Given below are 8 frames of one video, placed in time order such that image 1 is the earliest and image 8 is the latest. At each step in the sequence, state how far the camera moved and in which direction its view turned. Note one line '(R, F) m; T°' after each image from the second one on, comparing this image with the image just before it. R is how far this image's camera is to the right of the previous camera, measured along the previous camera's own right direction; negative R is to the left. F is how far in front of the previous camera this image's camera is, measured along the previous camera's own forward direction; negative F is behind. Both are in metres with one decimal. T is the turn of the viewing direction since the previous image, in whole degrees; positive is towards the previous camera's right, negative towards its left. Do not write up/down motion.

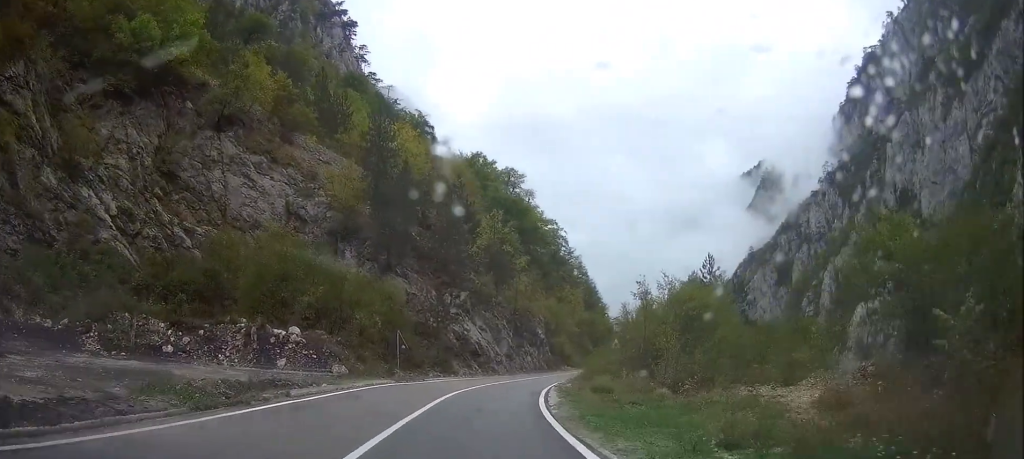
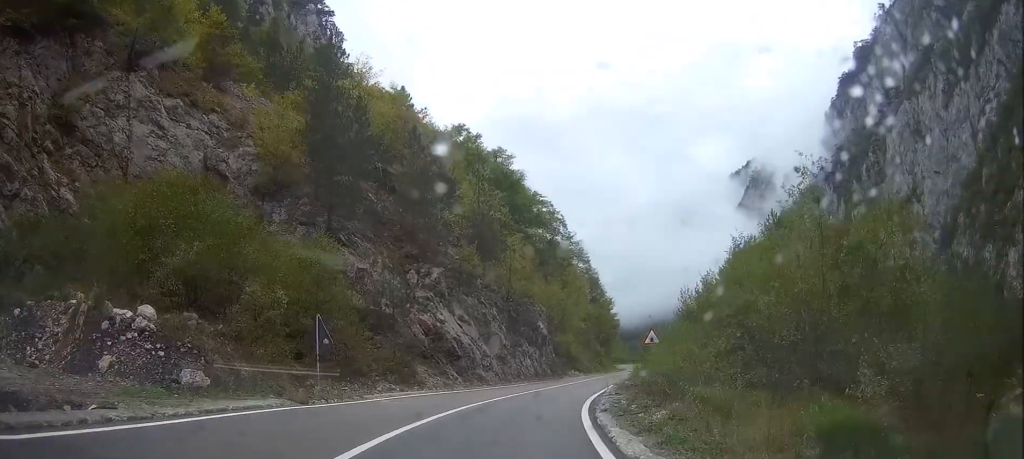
(+1.0, +14.3) m; +5°
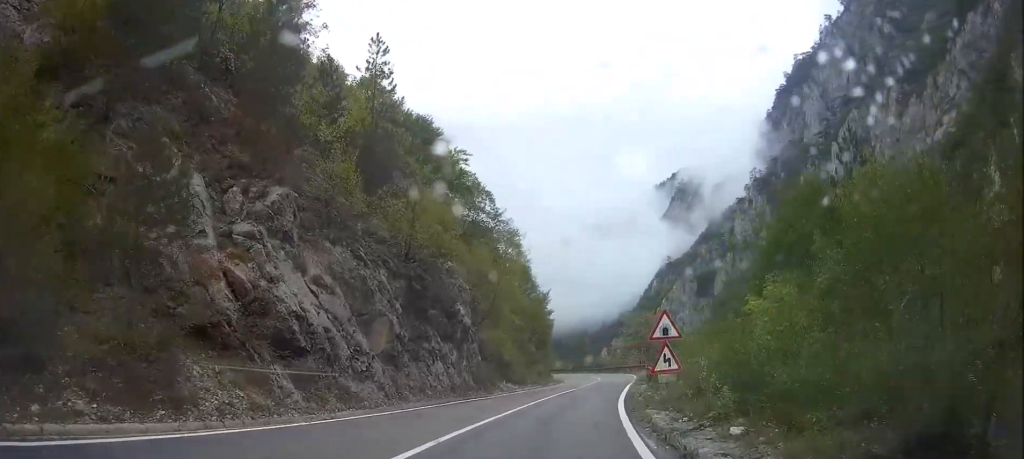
(+0.1, +15.8) m; 0°
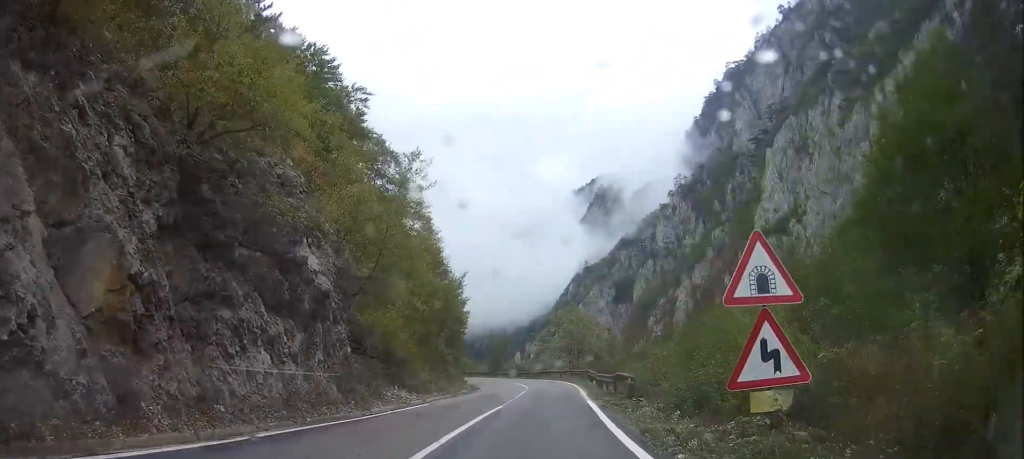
(0.0, +11.8) m; 0°
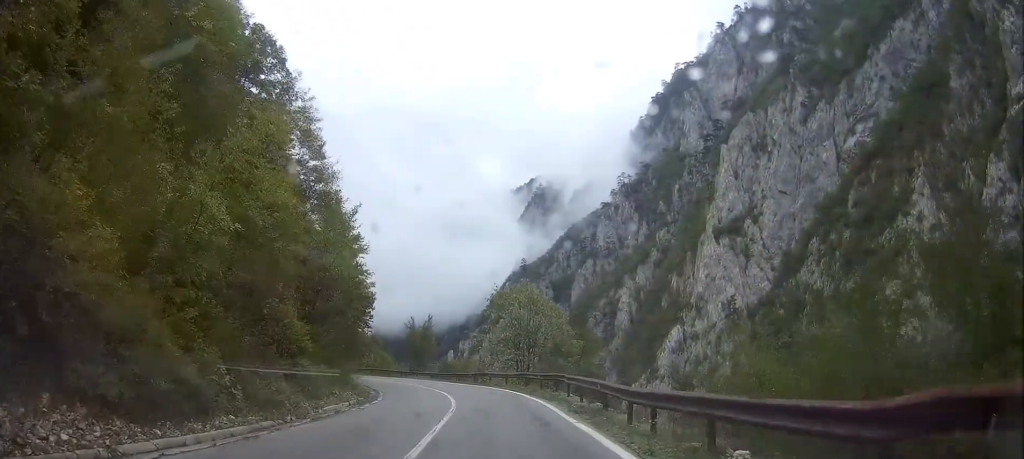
(0.0, +18.1) m; 0°
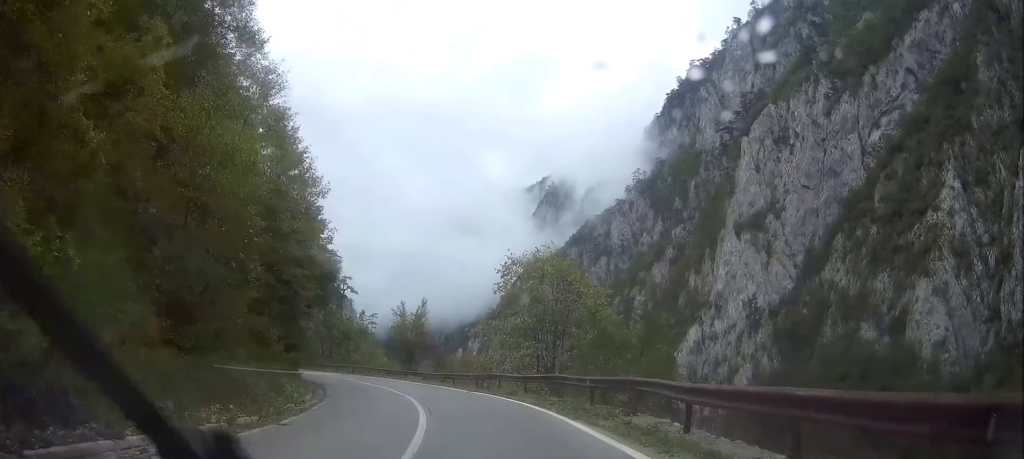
(0.0, +13.5) m; 0°
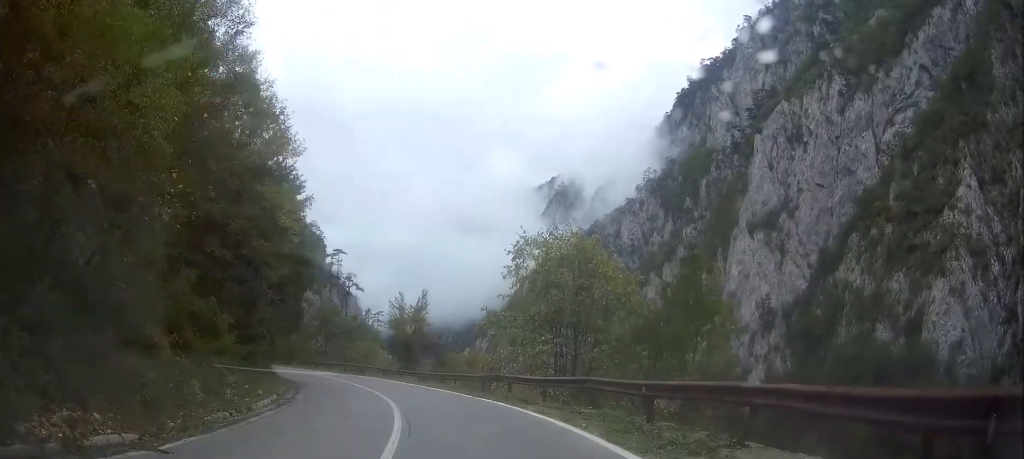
(0.0, +5.6) m; 0°
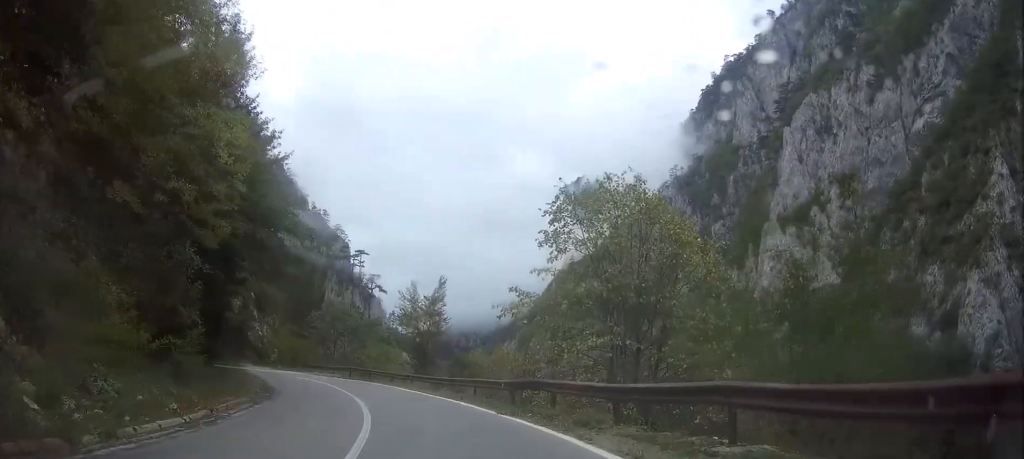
(0.0, +7.5) m; -1°
